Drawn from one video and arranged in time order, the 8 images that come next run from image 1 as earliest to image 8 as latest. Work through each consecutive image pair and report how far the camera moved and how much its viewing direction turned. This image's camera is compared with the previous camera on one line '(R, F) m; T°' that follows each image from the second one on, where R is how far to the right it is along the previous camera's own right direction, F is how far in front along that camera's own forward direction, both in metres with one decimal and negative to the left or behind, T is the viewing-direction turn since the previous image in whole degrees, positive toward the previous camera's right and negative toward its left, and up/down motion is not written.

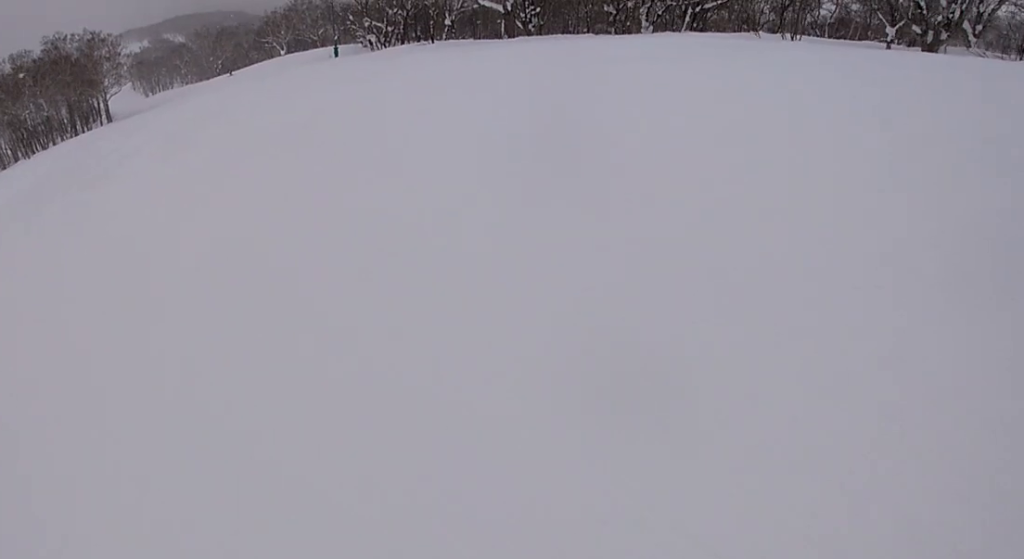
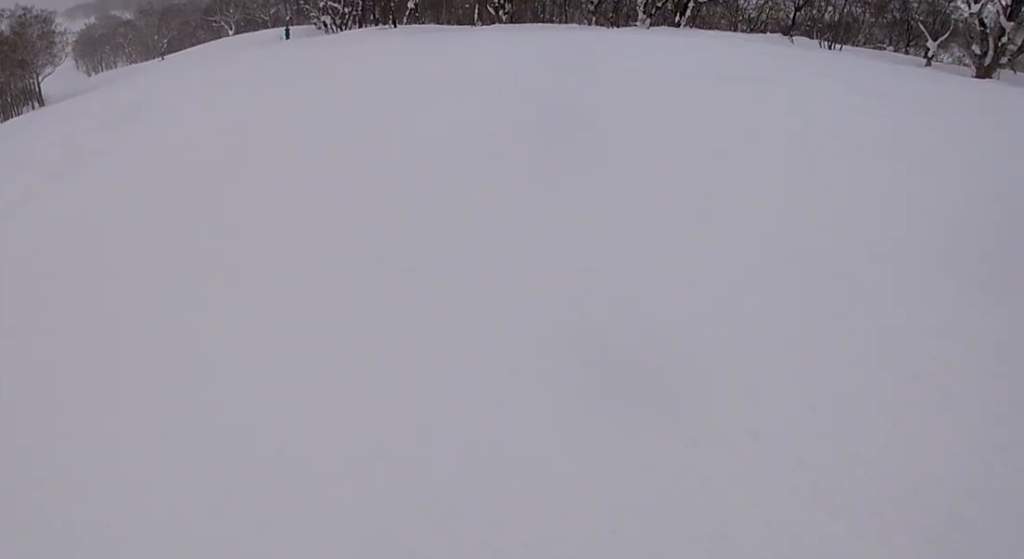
(0.0, +6.0) m; -2°
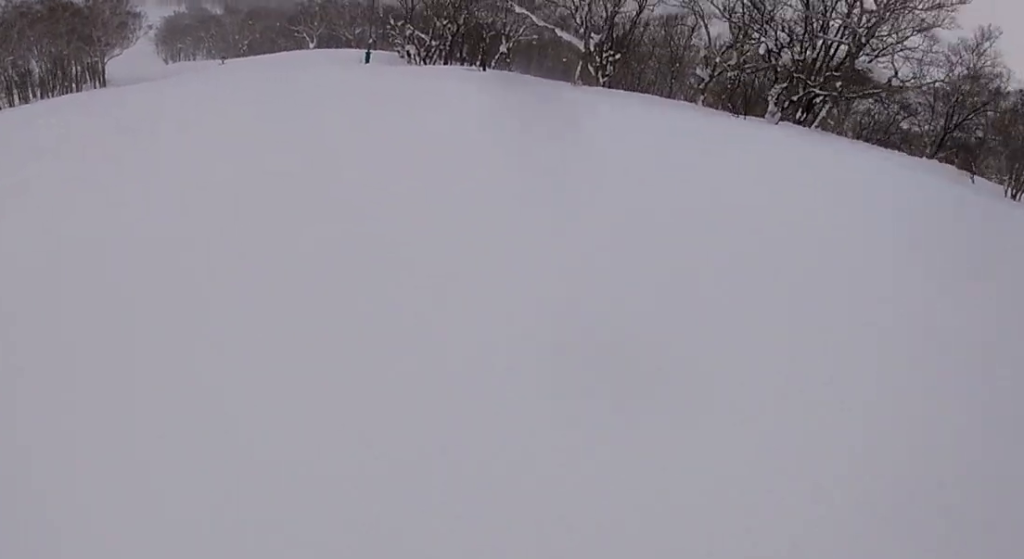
(-0.1, +6.5) m; -5°
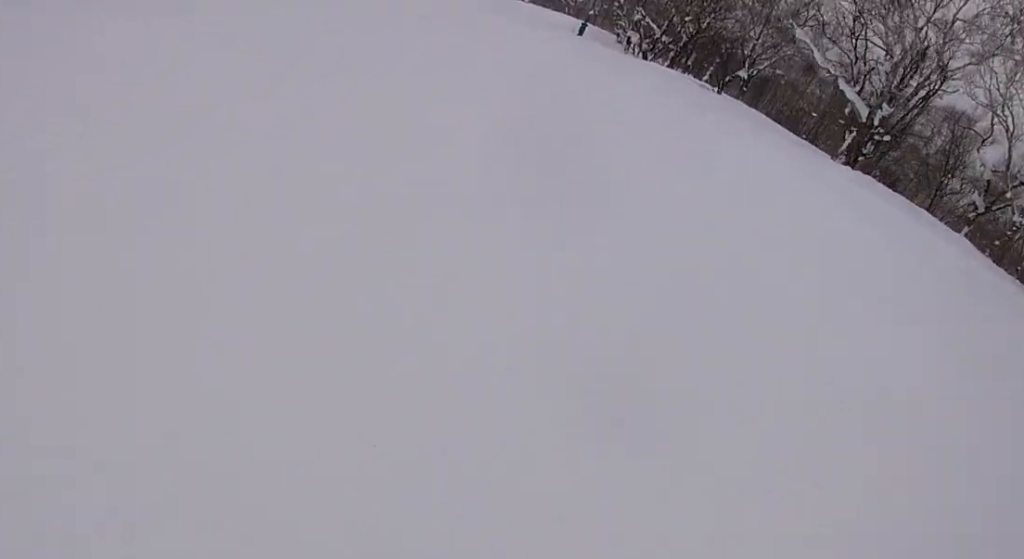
(-0.8, +10.2) m; -9°
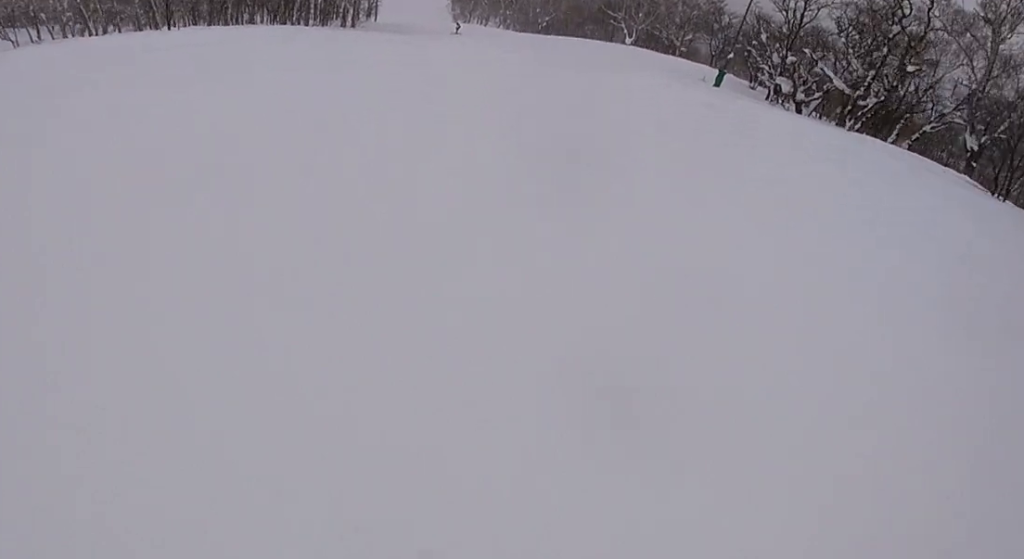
(-2.3, +16.9) m; -4°
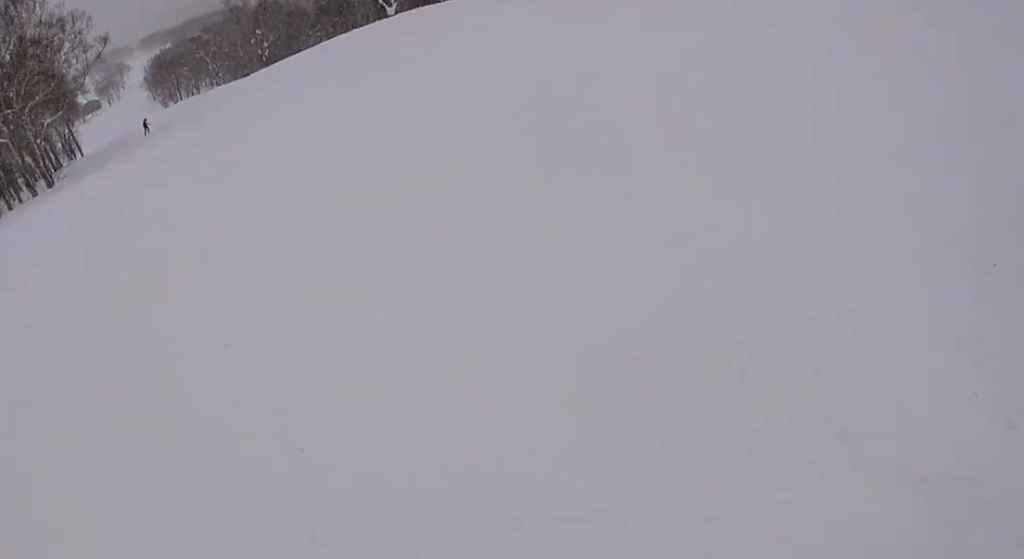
(+5.8, +24.1) m; +22°
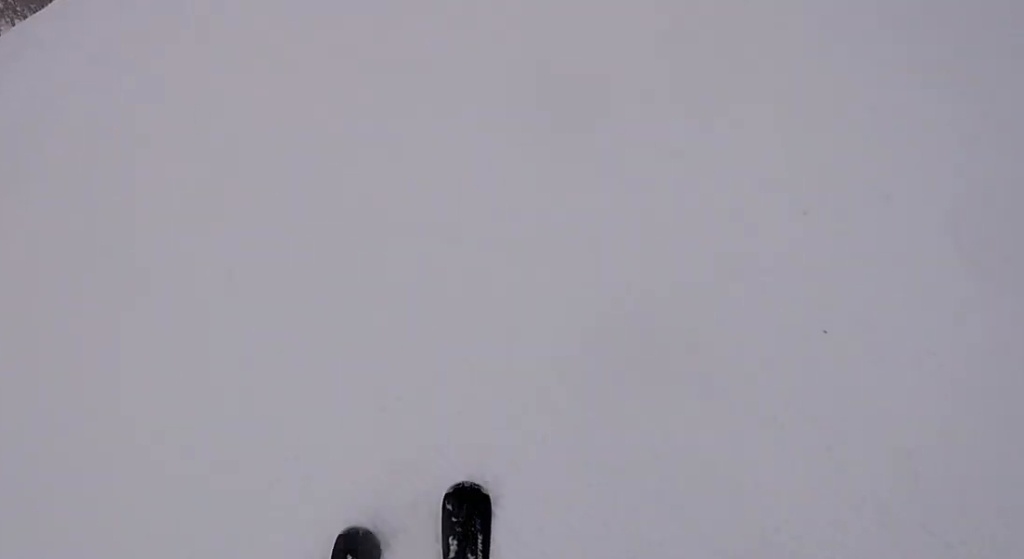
(+0.4, +15.7) m; -1°
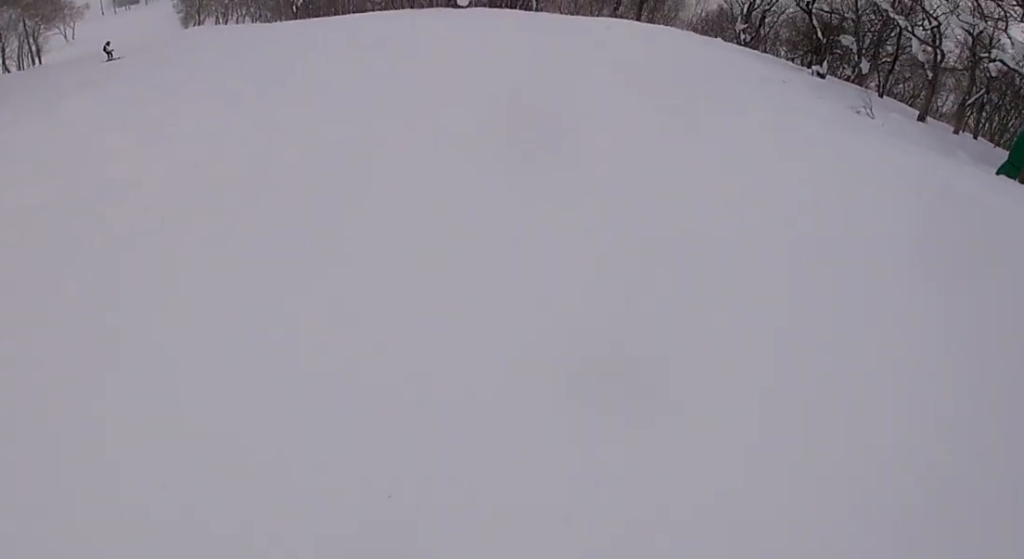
(-0.3, +6.8) m; -2°
